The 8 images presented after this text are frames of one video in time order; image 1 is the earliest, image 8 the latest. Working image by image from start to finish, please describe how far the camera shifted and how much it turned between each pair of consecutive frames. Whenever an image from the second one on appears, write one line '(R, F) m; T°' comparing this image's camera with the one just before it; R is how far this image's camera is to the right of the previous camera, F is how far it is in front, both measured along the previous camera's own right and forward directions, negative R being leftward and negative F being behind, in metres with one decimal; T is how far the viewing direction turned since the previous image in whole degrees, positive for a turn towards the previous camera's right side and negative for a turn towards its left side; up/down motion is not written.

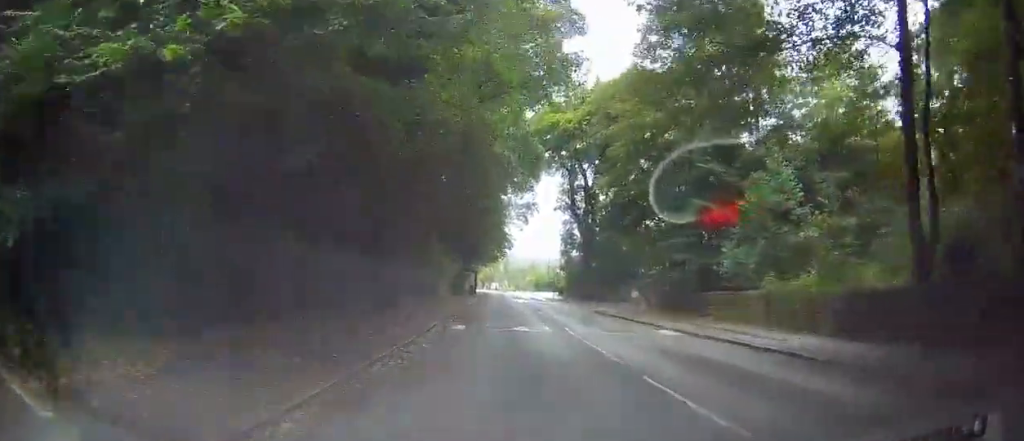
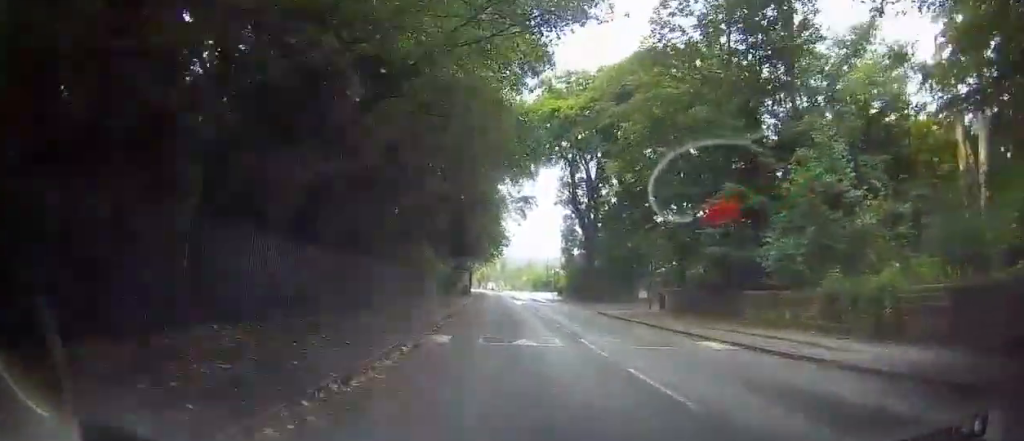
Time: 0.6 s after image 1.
(-1.2, +4.7) m; -6°
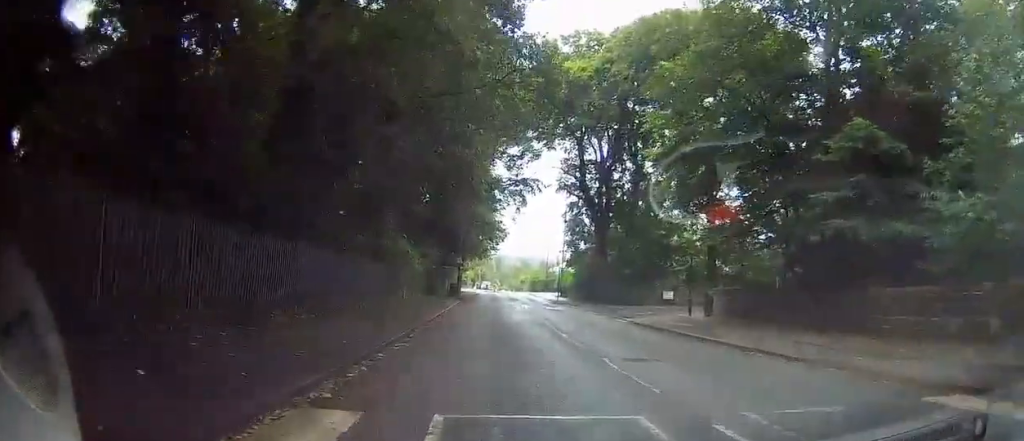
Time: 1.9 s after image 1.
(-0.4, +10.8) m; +3°
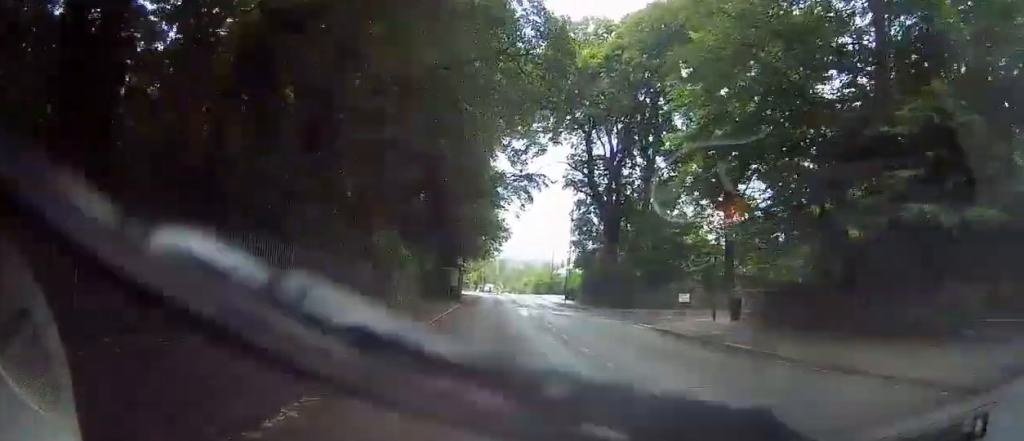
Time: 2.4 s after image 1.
(+0.1, +3.6) m; +1°
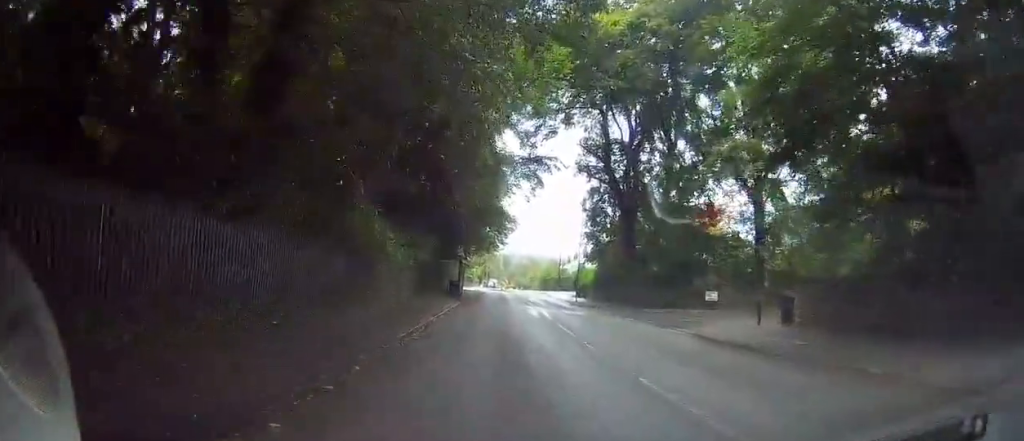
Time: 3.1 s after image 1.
(-0.1, +5.5) m; -1°
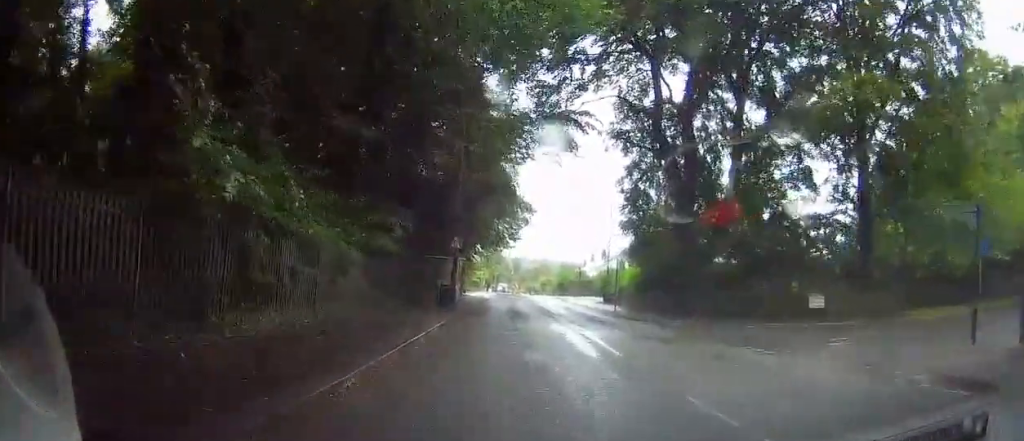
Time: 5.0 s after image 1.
(+0.3, +12.1) m; +2°
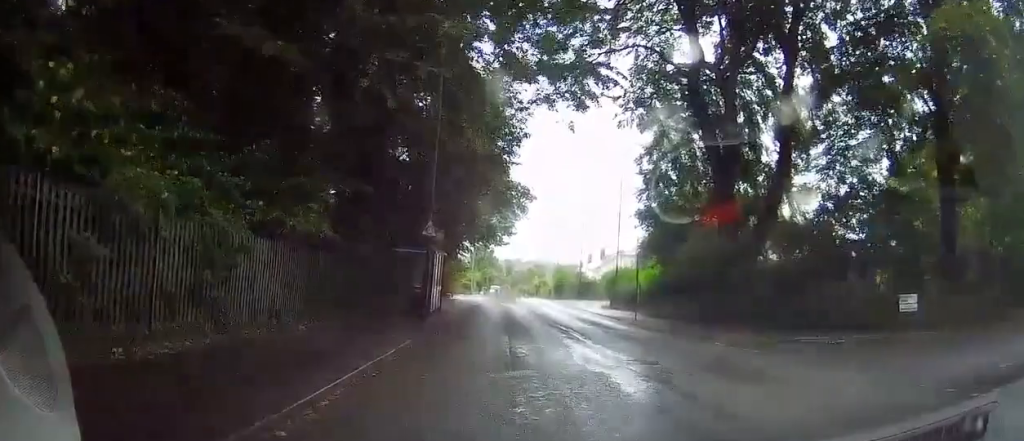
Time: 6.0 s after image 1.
(-0.2, +7.0) m; -4°
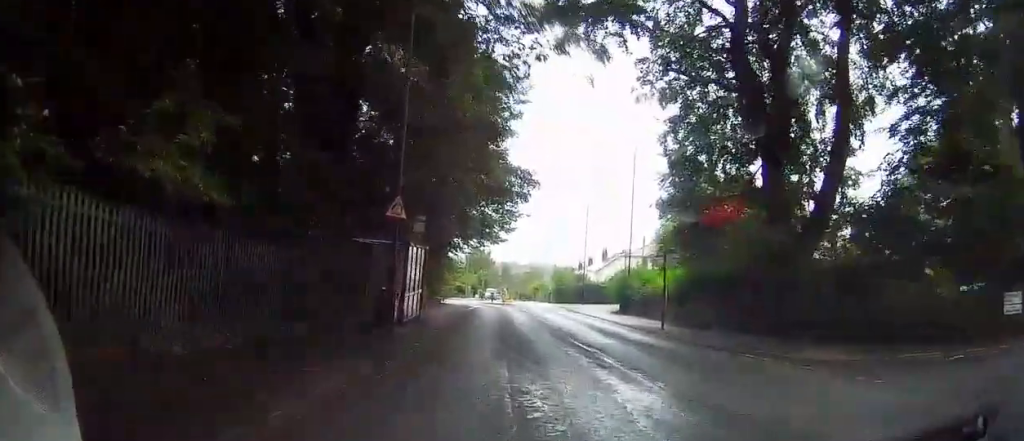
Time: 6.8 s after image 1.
(-0.2, +5.8) m; 0°
